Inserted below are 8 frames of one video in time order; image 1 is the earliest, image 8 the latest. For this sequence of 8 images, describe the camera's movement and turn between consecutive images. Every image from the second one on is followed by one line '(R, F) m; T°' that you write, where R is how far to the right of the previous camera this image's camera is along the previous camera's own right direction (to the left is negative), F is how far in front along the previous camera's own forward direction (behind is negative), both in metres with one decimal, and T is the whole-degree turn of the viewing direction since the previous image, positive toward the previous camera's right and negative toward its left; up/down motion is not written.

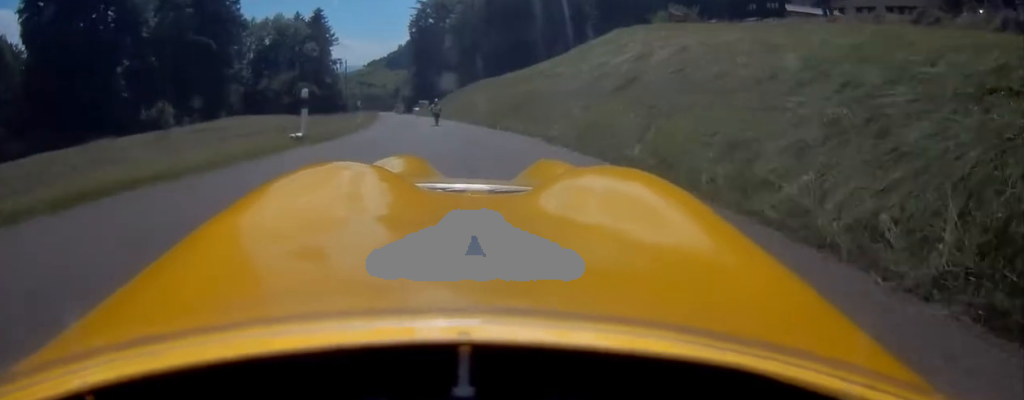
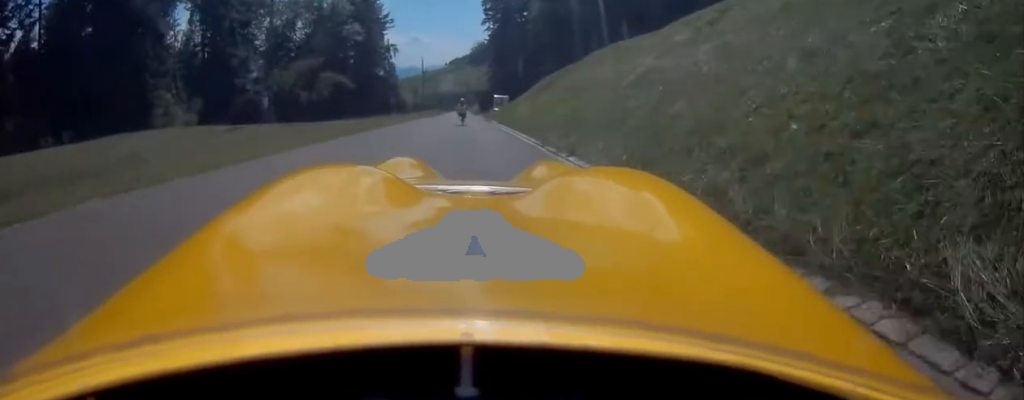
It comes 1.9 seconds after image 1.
(-2.1, +30.6) m; -7°
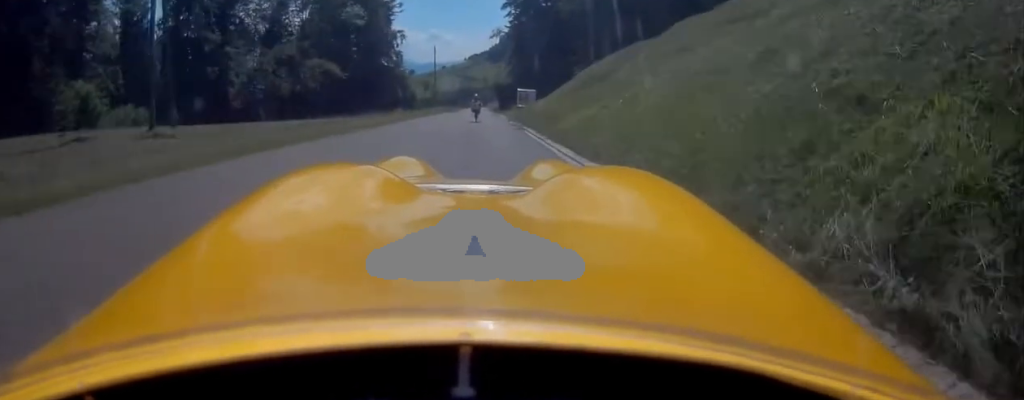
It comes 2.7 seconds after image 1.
(-0.1, +13.7) m; -2°
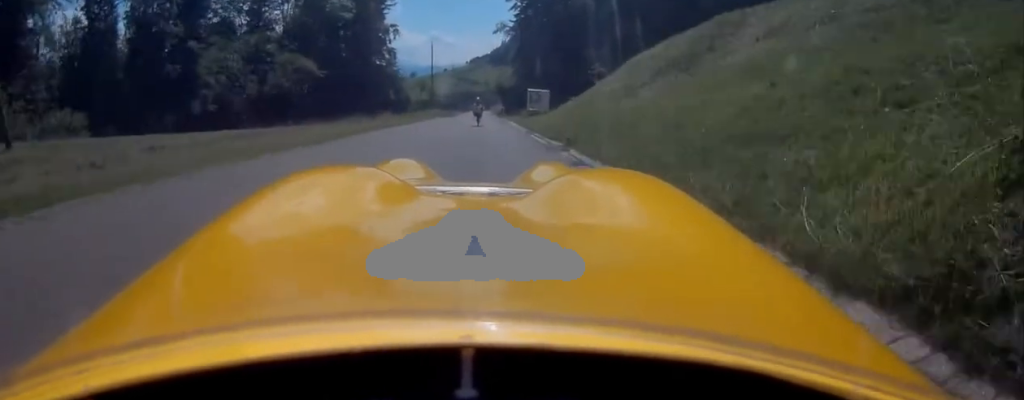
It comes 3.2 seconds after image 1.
(-0.2, +9.8) m; -2°
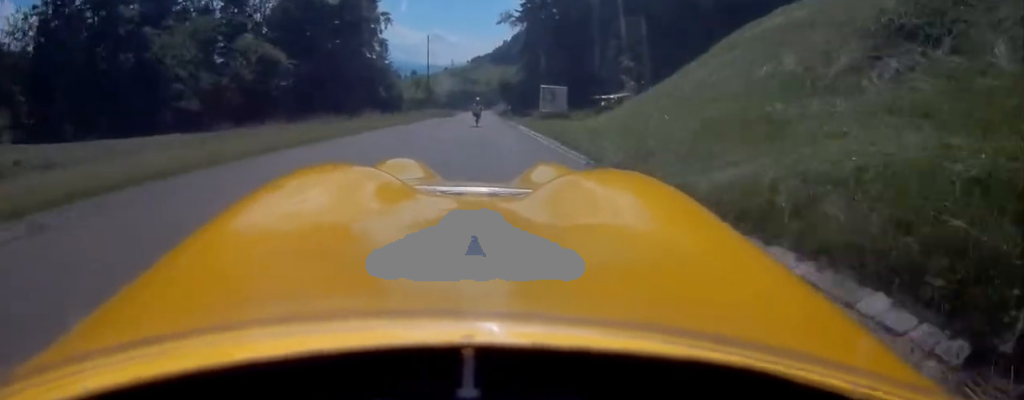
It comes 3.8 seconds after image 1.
(-0.3, +9.3) m; -1°
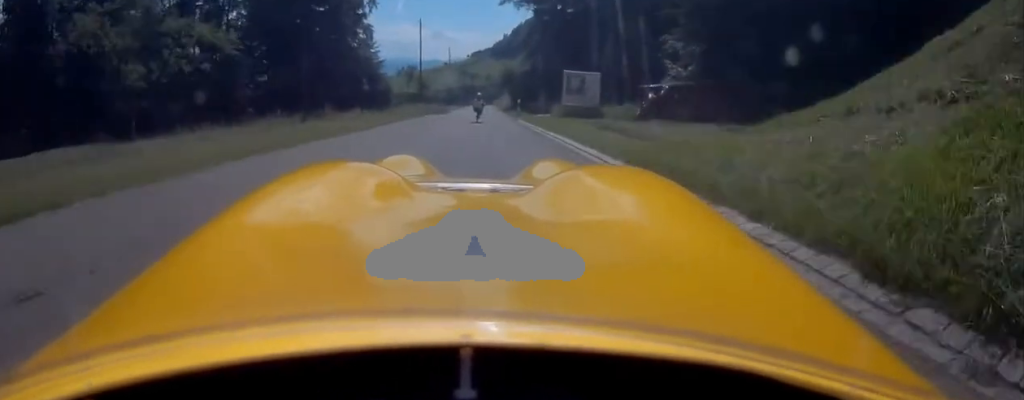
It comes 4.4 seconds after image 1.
(-0.1, +10.4) m; 0°
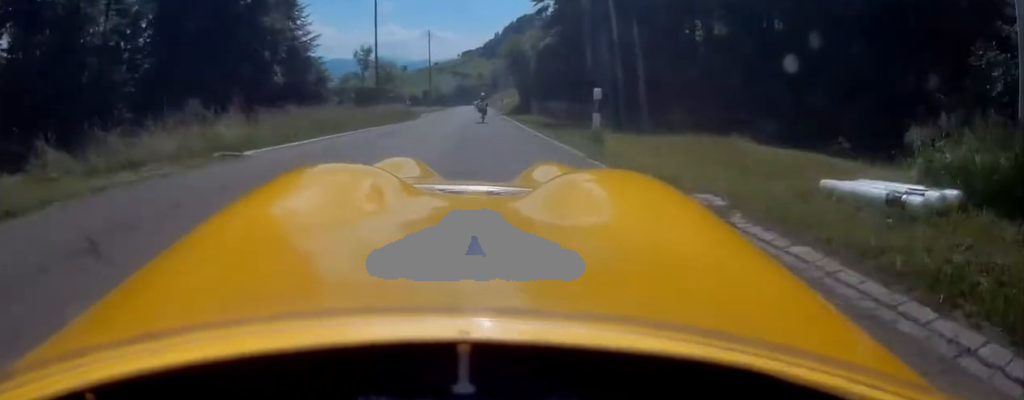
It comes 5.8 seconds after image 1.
(+0.4, +25.7) m; +1°
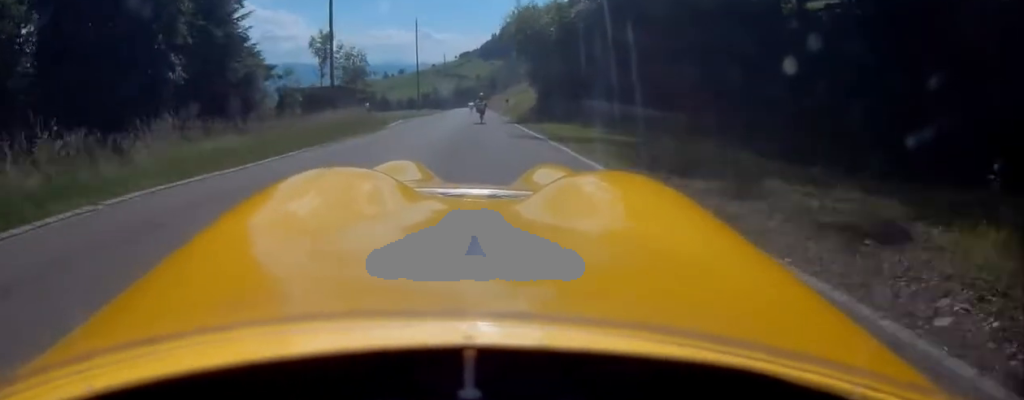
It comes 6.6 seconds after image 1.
(-0.1, +13.6) m; 0°
